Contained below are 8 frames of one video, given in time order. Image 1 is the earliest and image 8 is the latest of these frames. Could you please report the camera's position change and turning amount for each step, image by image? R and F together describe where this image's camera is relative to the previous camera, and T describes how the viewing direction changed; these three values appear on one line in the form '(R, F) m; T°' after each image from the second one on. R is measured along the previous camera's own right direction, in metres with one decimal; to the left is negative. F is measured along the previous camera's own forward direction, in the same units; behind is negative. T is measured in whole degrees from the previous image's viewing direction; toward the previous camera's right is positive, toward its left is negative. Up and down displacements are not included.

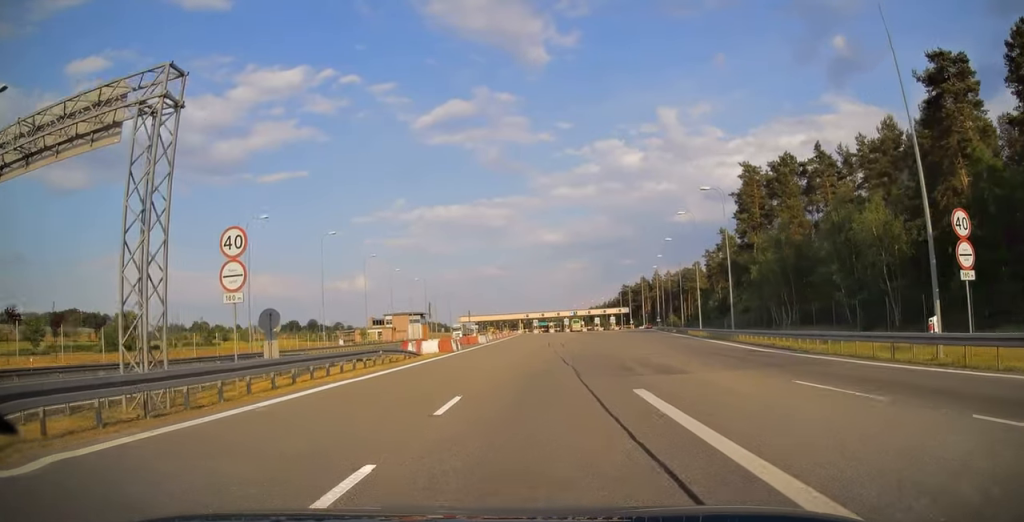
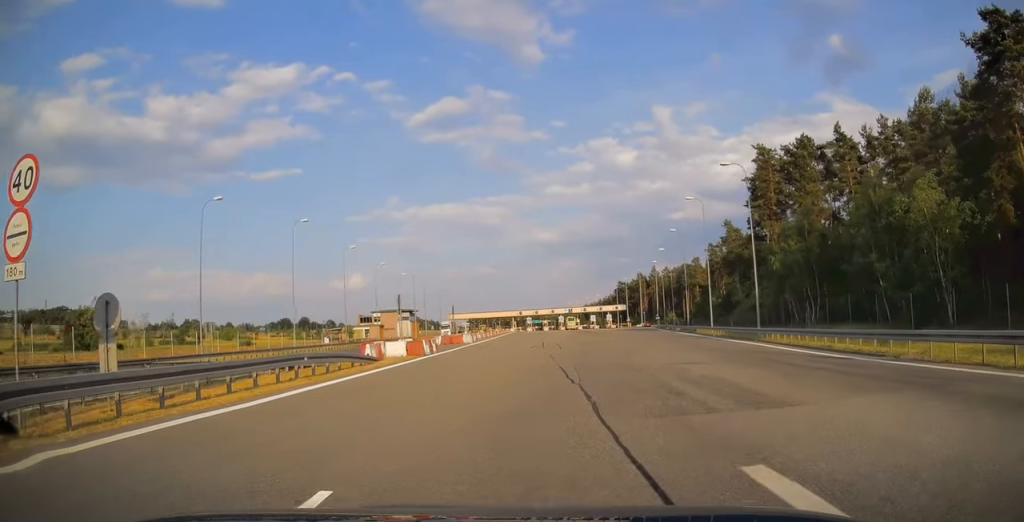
(+0.1, +7.4) m; +1°
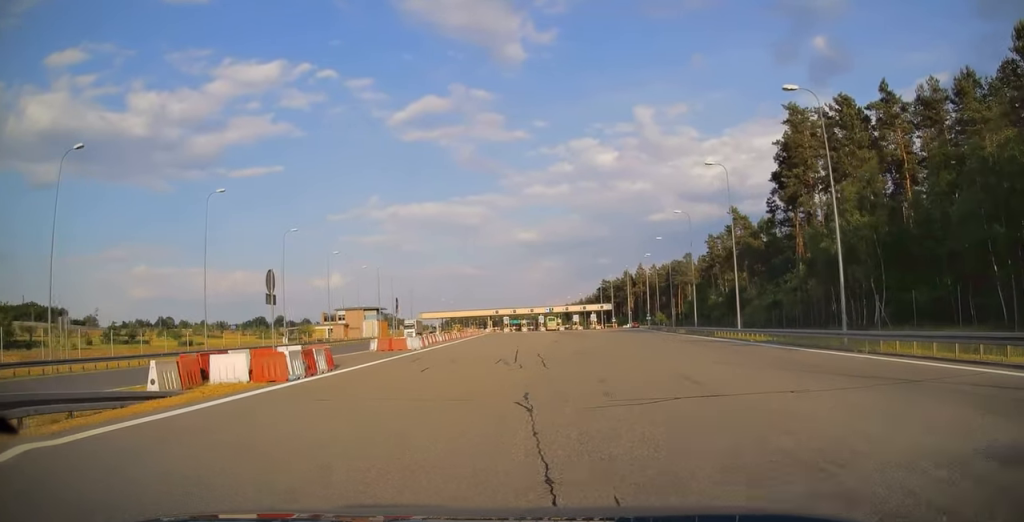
(+0.1, +15.0) m; +1°
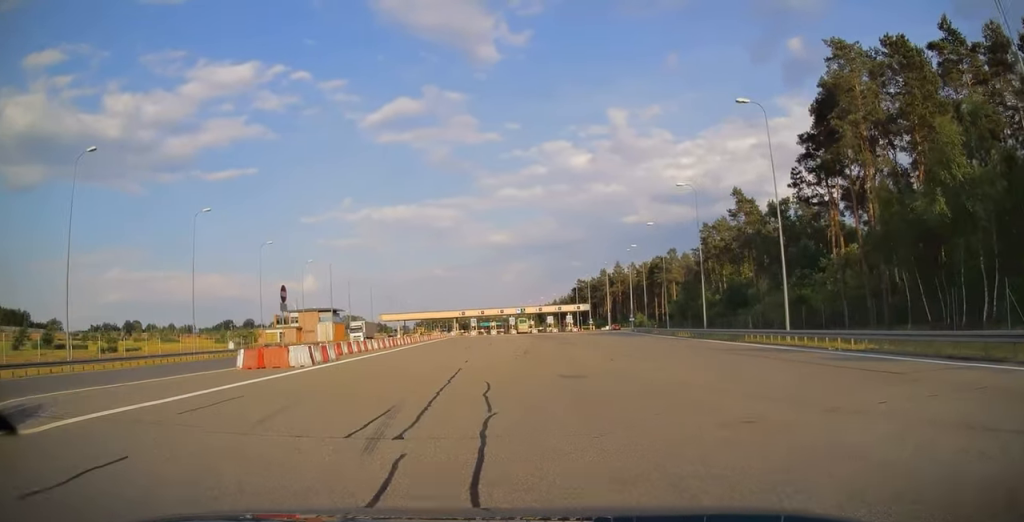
(+0.1, +15.0) m; +1°
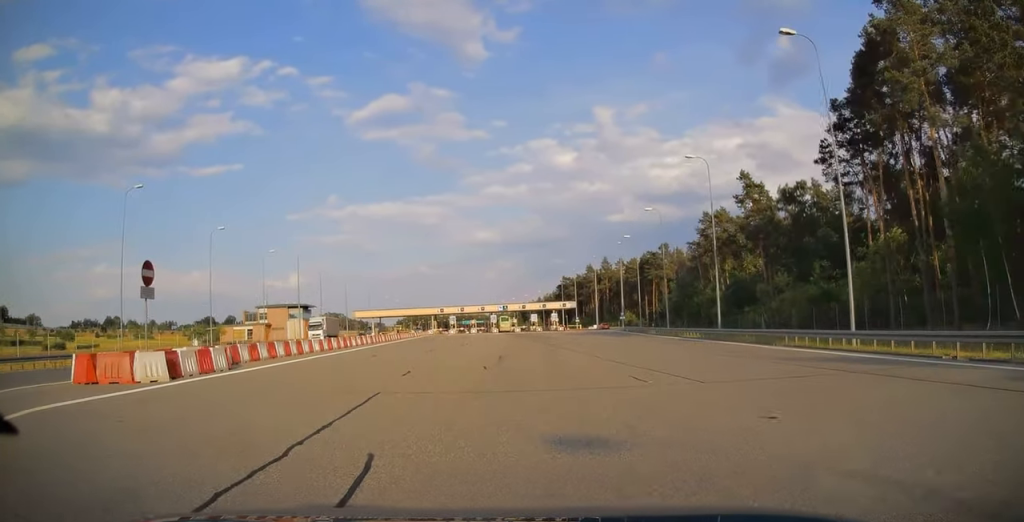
(0.0, +9.4) m; +2°
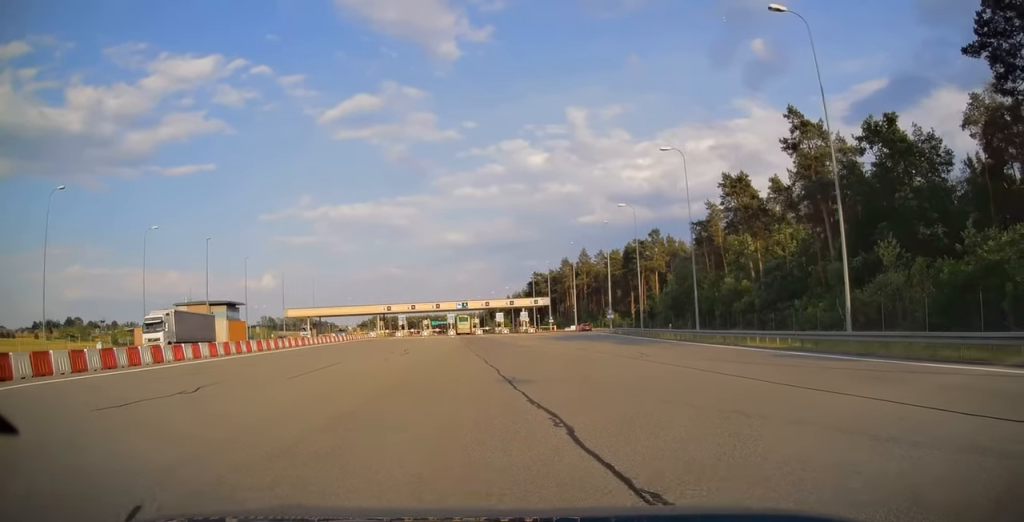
(+1.3, +24.5) m; +3°
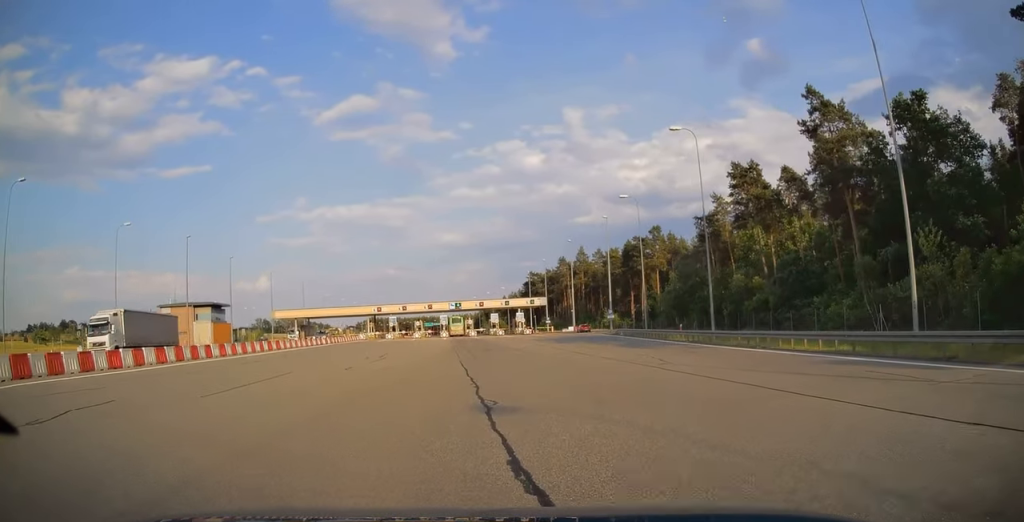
(0.0, +5.0) m; 0°
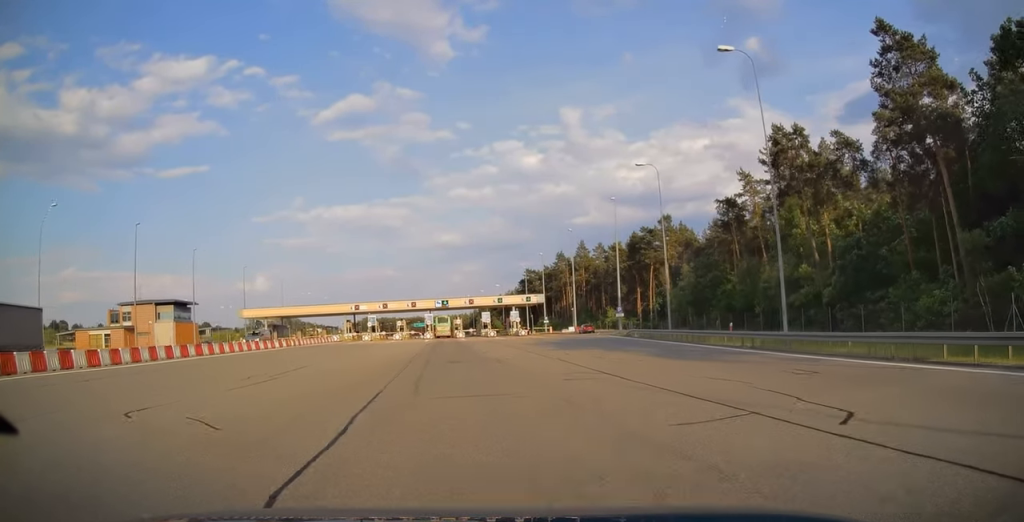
(-0.1, +12.7) m; +1°
